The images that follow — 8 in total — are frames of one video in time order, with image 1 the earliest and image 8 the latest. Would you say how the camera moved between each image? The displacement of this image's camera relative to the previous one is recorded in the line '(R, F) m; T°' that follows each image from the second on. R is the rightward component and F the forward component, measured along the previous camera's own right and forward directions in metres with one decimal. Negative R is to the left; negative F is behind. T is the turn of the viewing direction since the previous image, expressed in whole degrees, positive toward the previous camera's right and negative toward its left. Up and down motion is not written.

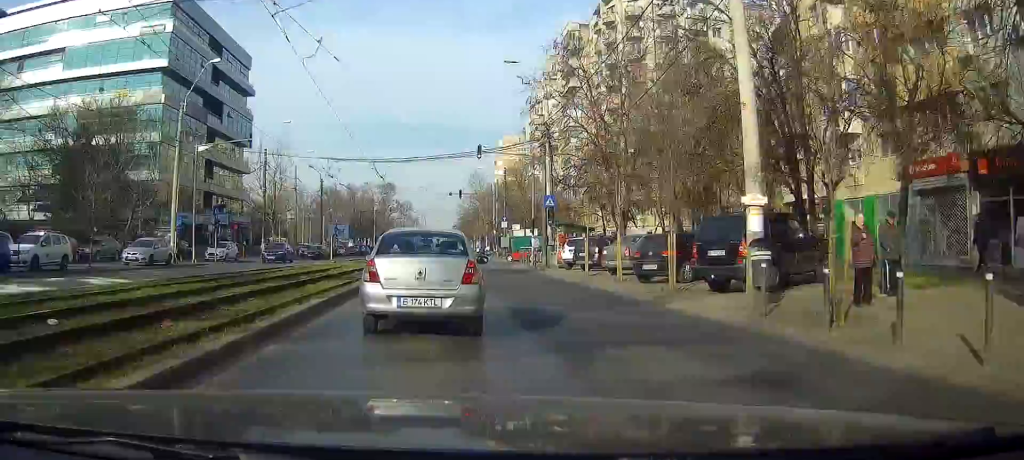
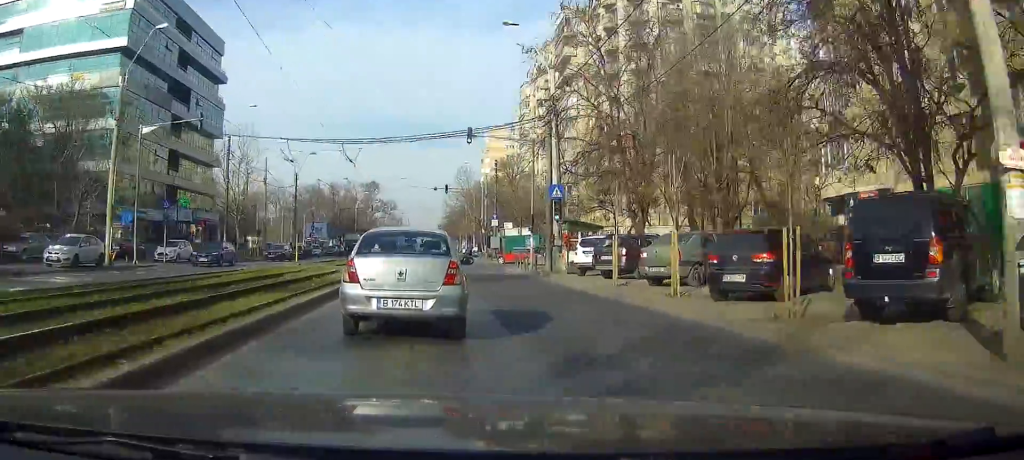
(0.0, +6.7) m; +1°
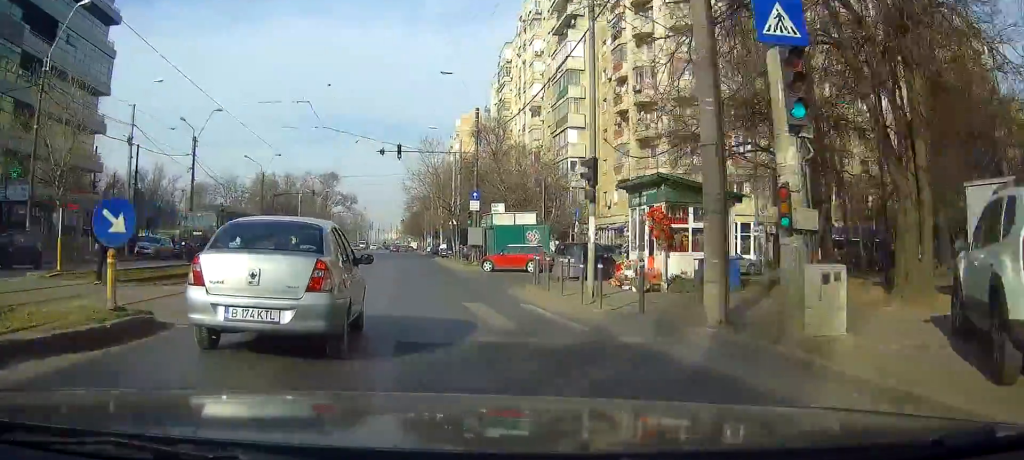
(+1.0, +24.0) m; +2°
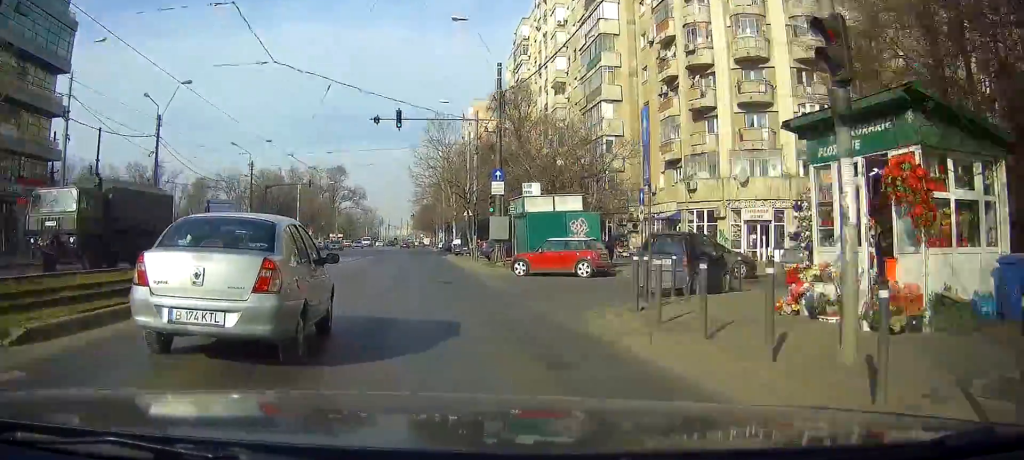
(-0.3, +10.2) m; -1°
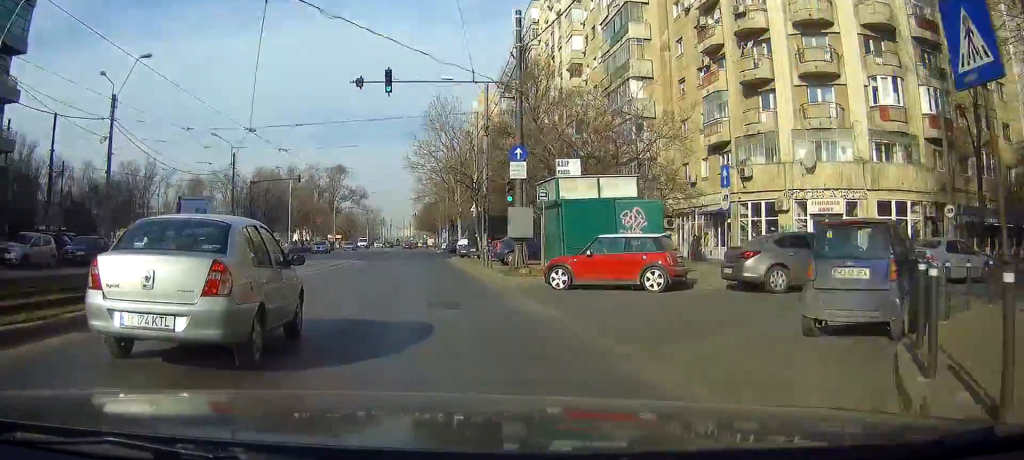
(-0.1, +8.0) m; 0°
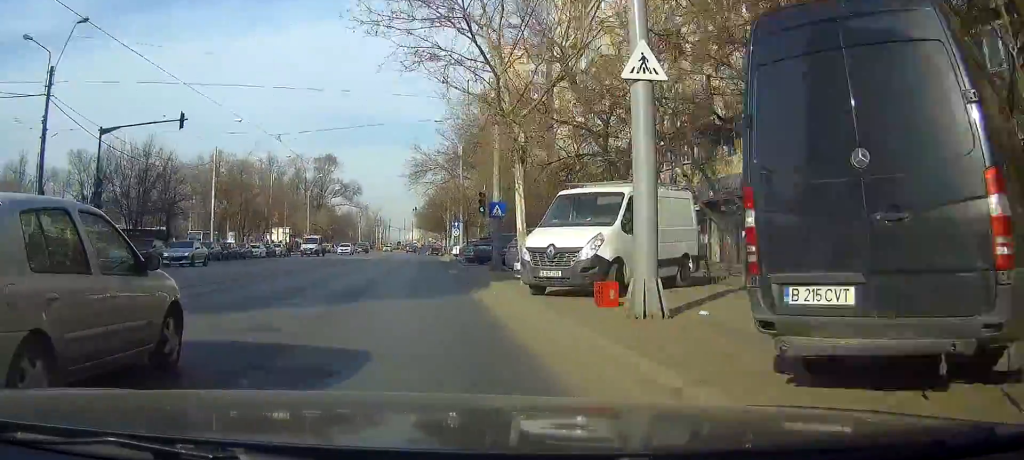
(-0.5, +36.0) m; -2°
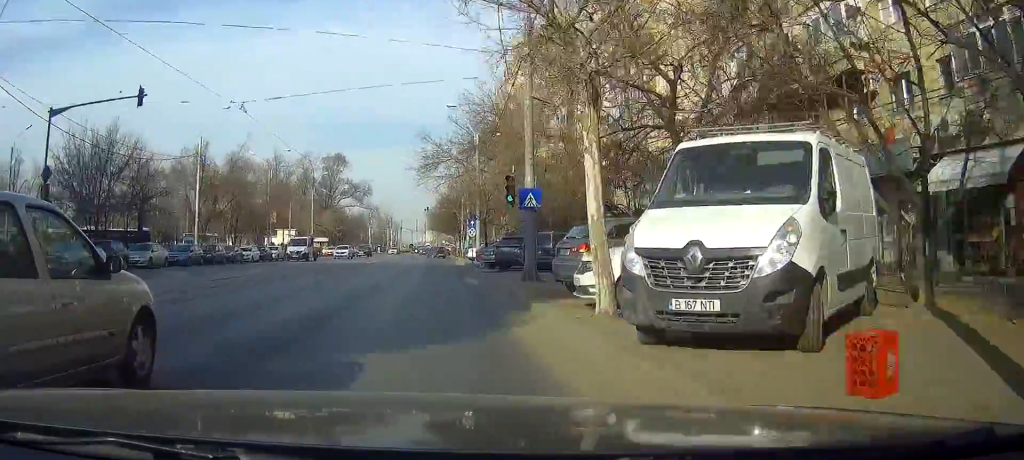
(0.0, +7.3) m; 0°
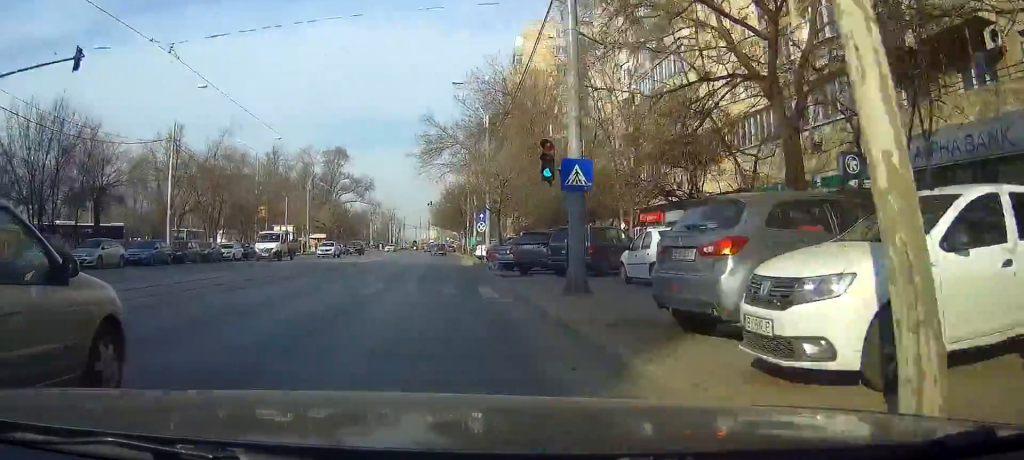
(0.0, +6.9) m; 0°
